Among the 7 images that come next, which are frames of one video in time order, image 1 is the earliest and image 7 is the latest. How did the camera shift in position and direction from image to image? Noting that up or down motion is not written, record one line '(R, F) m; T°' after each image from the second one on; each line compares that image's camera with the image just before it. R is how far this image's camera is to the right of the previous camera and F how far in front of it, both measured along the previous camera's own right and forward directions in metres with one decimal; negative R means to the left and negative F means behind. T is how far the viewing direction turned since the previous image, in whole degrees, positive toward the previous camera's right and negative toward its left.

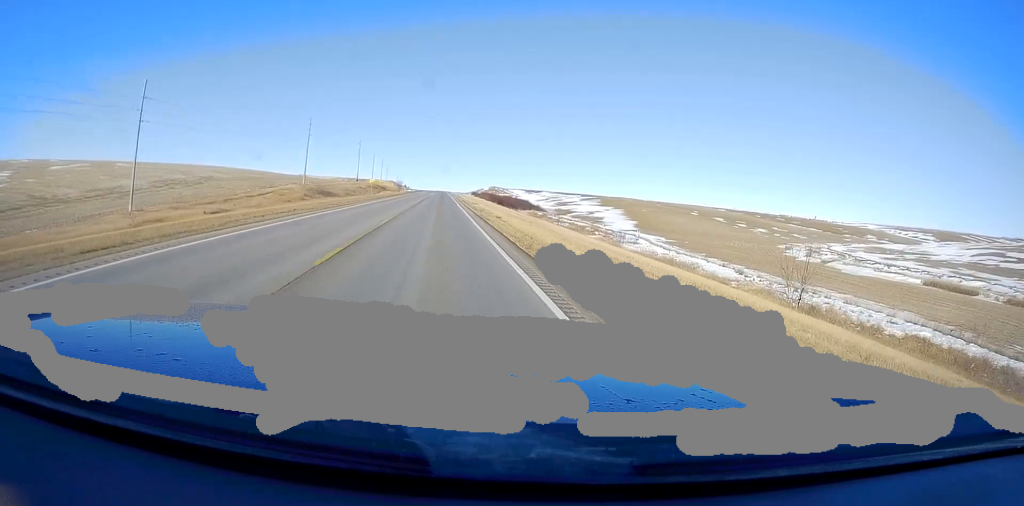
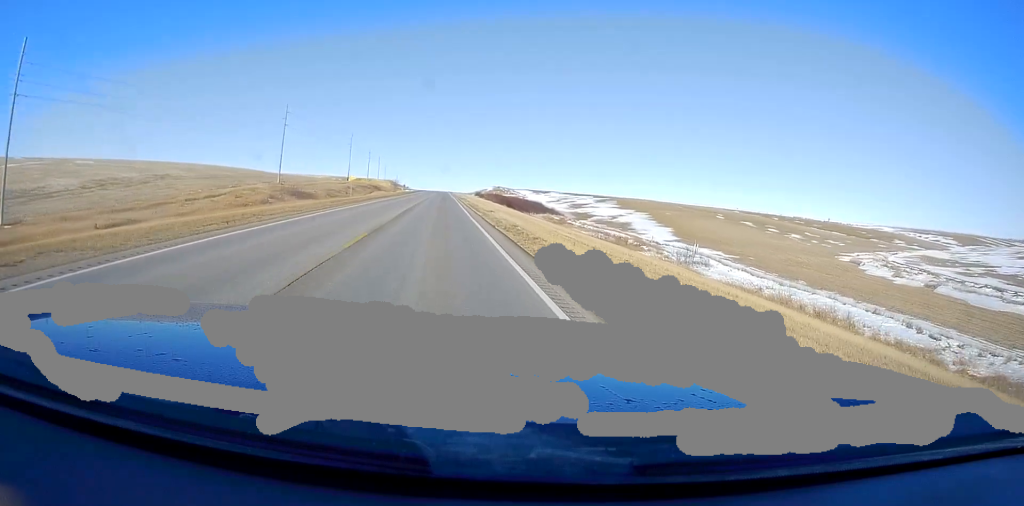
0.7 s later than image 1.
(0.0, +21.7) m; 0°
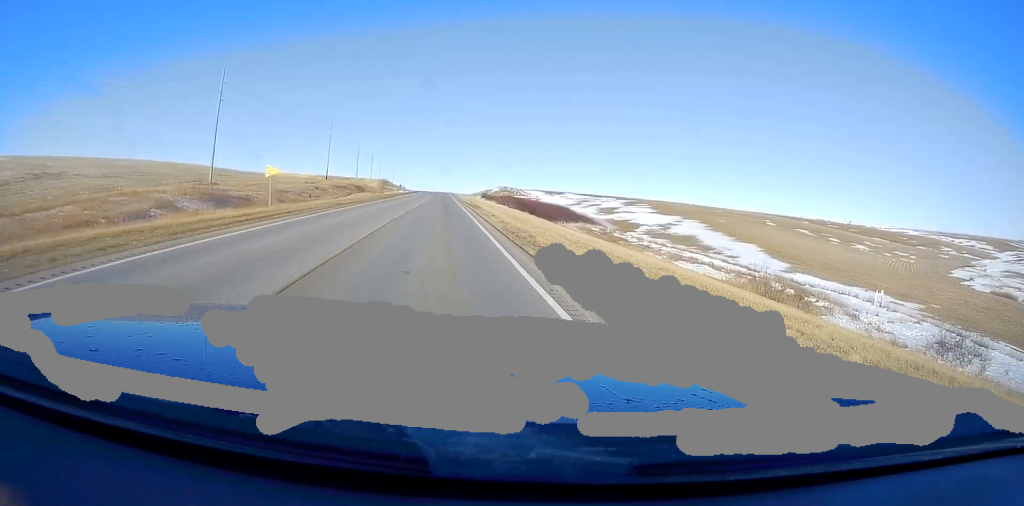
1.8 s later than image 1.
(0.0, +34.2) m; +1°
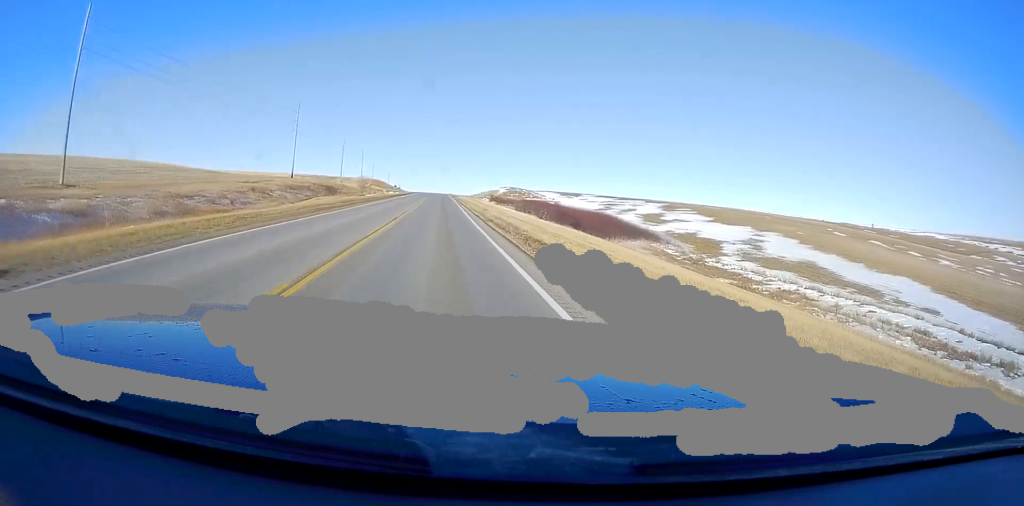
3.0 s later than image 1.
(+0.5, +34.3) m; 0°
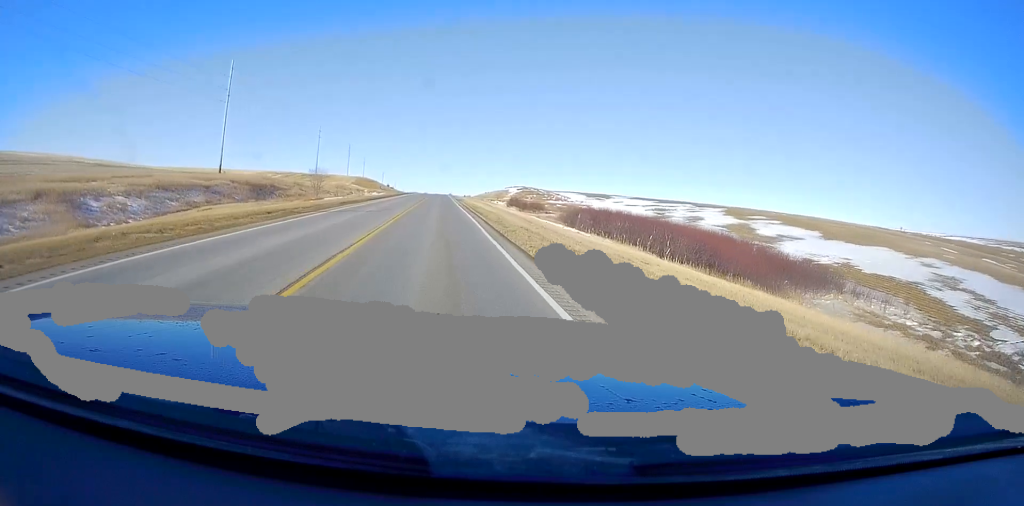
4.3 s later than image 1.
(-0.7, +39.7) m; -1°
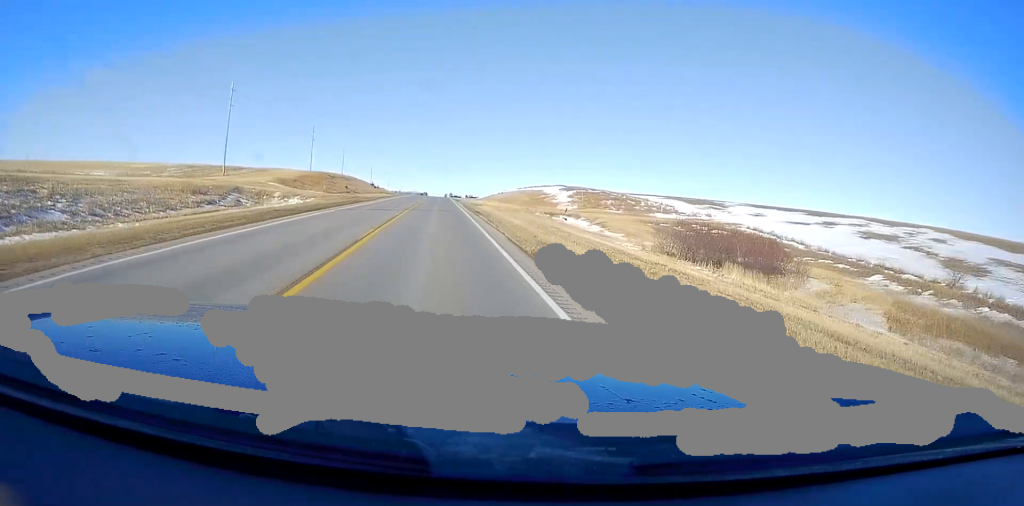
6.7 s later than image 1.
(+0.7, +72.7) m; 0°
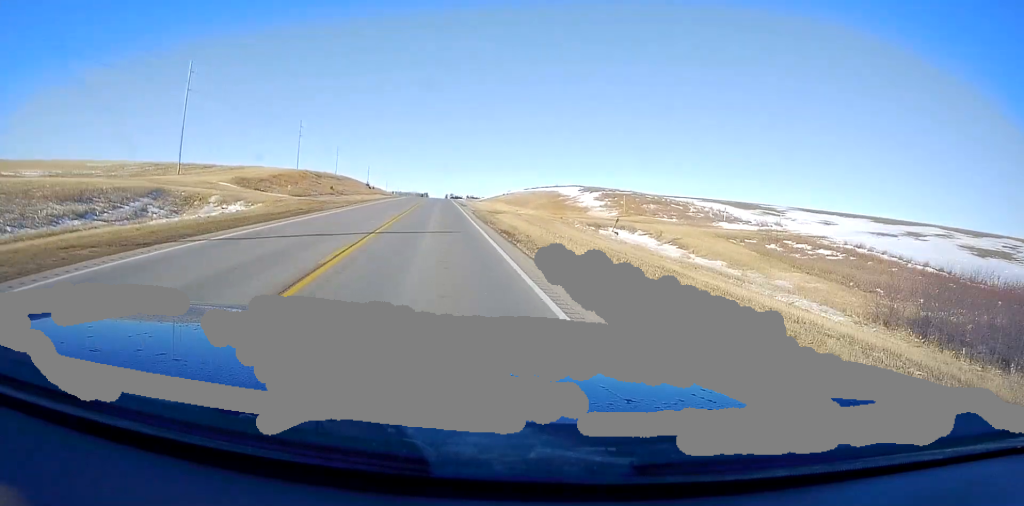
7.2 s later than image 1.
(-0.1, +17.7) m; 0°
